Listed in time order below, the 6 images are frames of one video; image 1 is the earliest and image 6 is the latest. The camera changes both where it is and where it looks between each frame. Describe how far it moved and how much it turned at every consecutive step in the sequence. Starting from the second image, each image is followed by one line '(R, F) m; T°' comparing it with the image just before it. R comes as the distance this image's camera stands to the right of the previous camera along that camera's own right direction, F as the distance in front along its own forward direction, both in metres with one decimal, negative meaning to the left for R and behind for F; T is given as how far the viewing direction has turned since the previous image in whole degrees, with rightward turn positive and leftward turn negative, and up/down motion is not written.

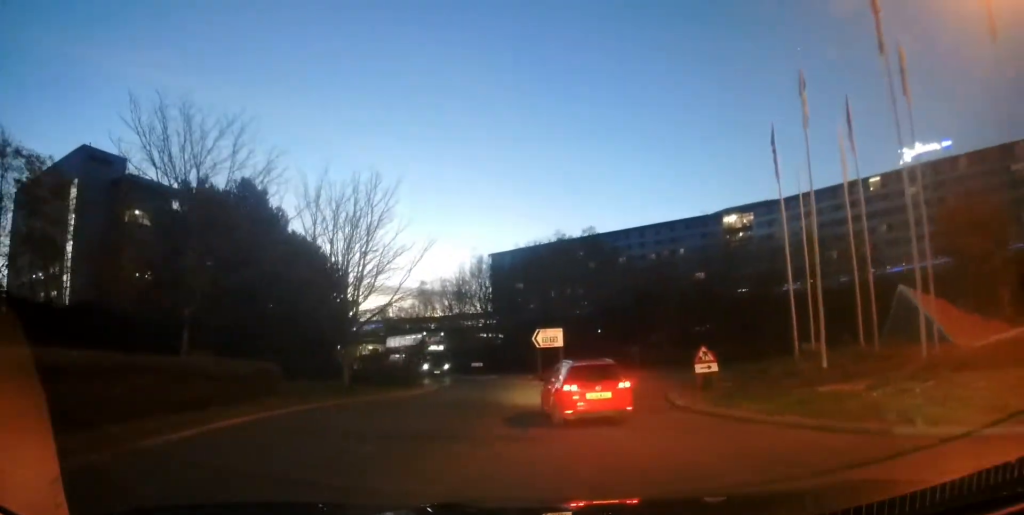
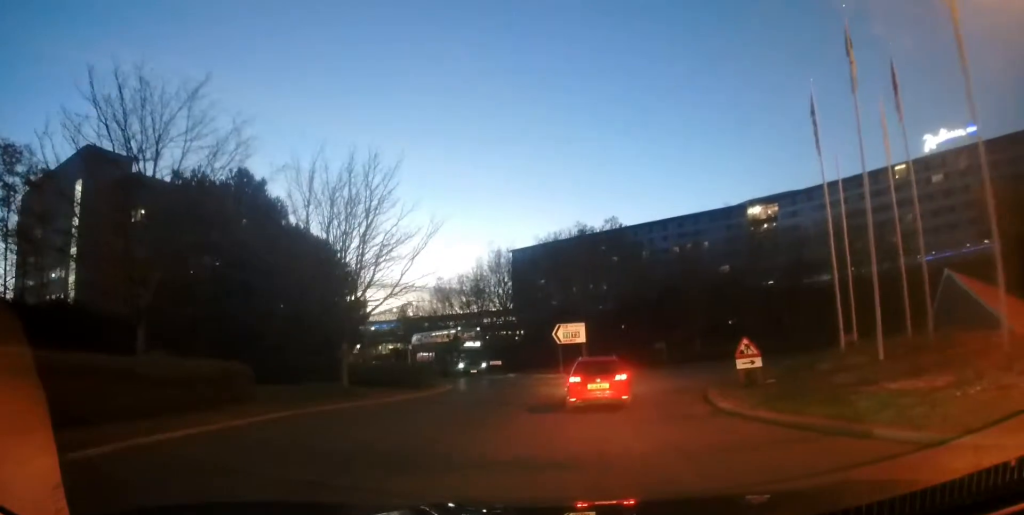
(-0.1, +2.8) m; -2°
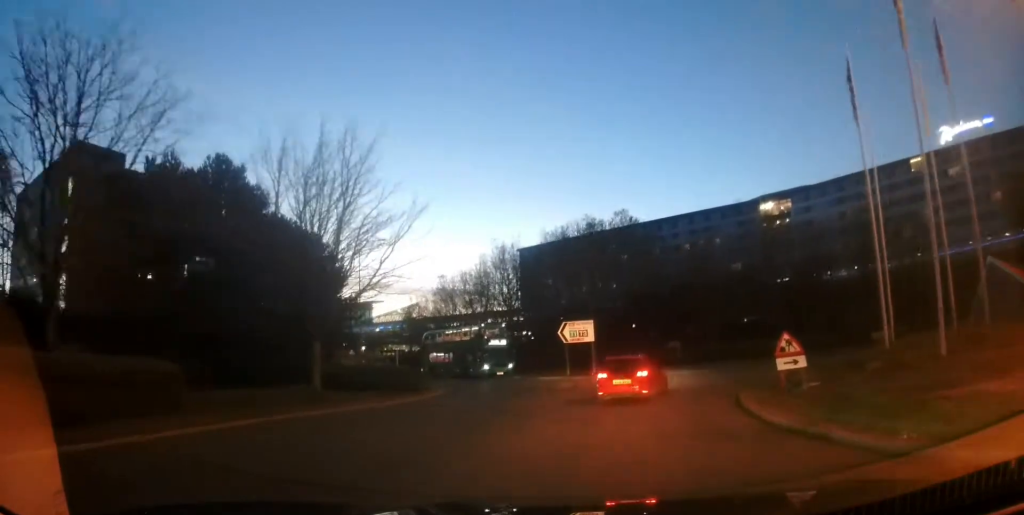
(-0.2, +3.2) m; +2°
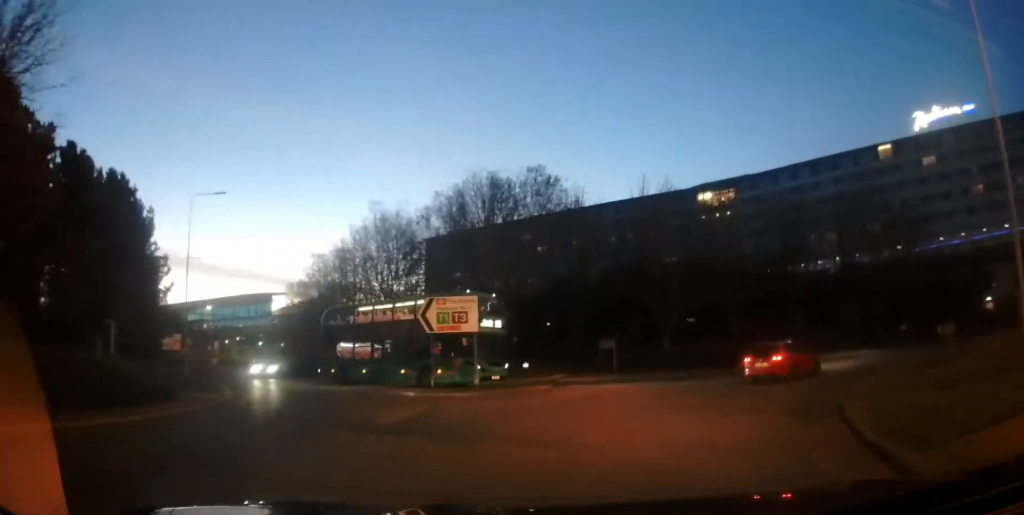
(+1.3, +13.4) m; +13°
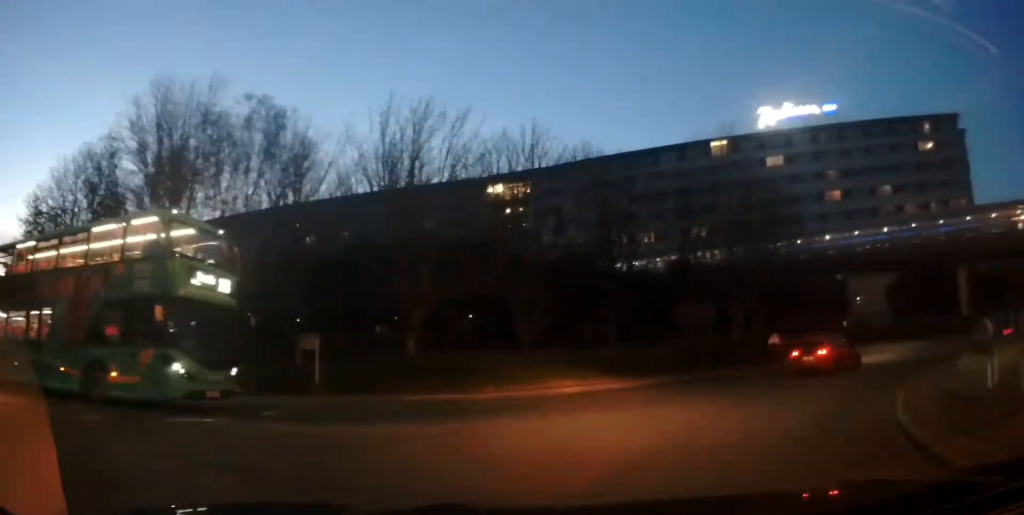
(+1.8, +12.1) m; +20°
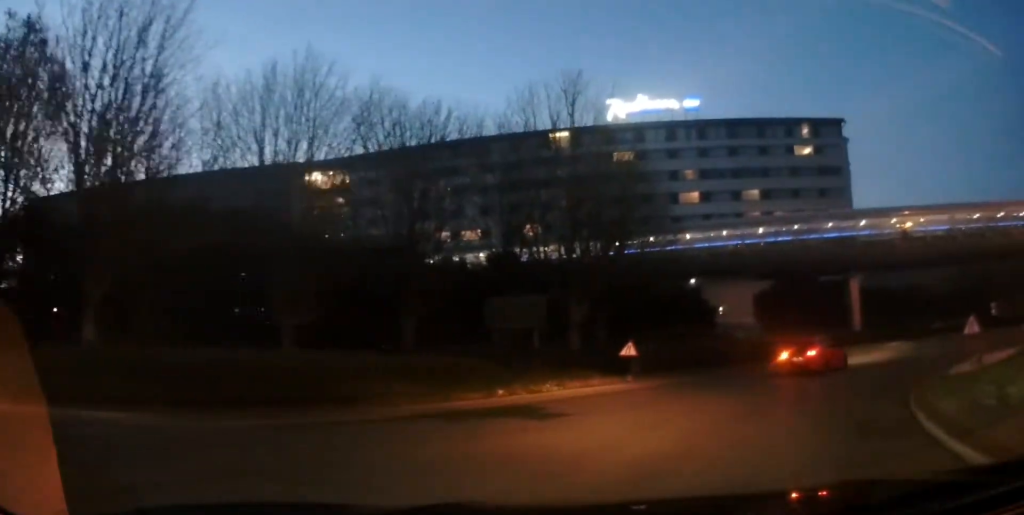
(+1.3, +8.1) m; +19°
